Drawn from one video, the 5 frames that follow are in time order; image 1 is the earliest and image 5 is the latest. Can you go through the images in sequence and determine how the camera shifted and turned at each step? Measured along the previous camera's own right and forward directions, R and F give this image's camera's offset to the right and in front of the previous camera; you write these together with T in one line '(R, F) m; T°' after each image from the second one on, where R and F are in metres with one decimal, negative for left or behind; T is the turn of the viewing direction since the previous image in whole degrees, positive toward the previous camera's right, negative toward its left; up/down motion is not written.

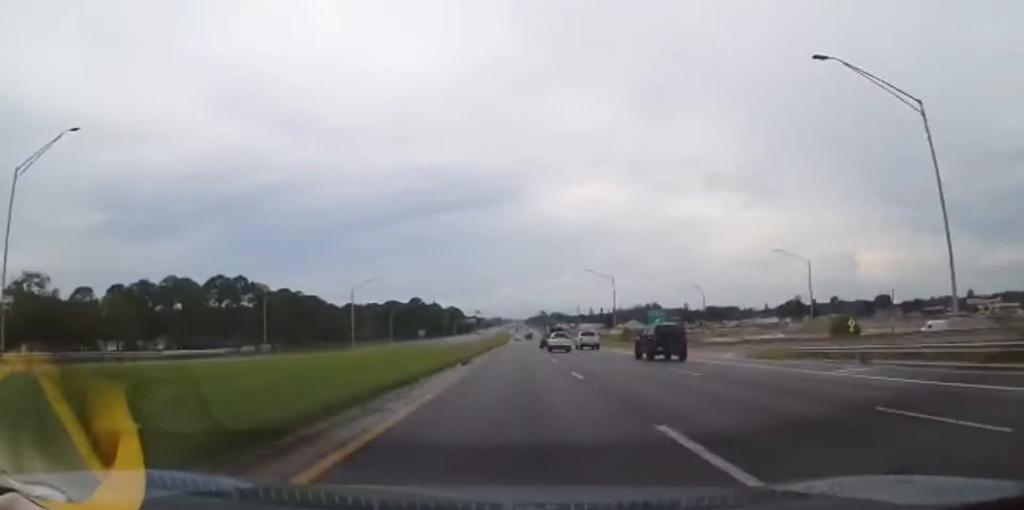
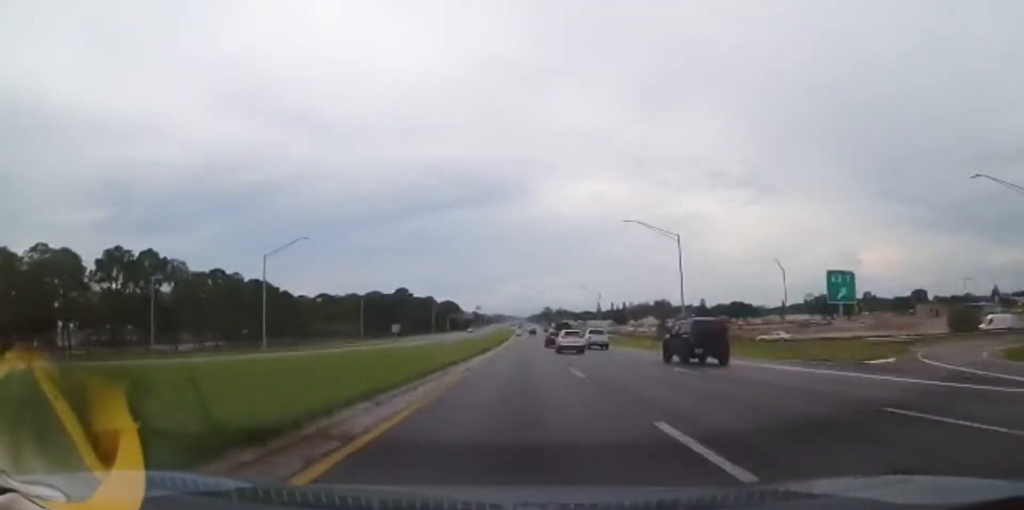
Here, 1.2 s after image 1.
(-0.1, +36.7) m; 0°
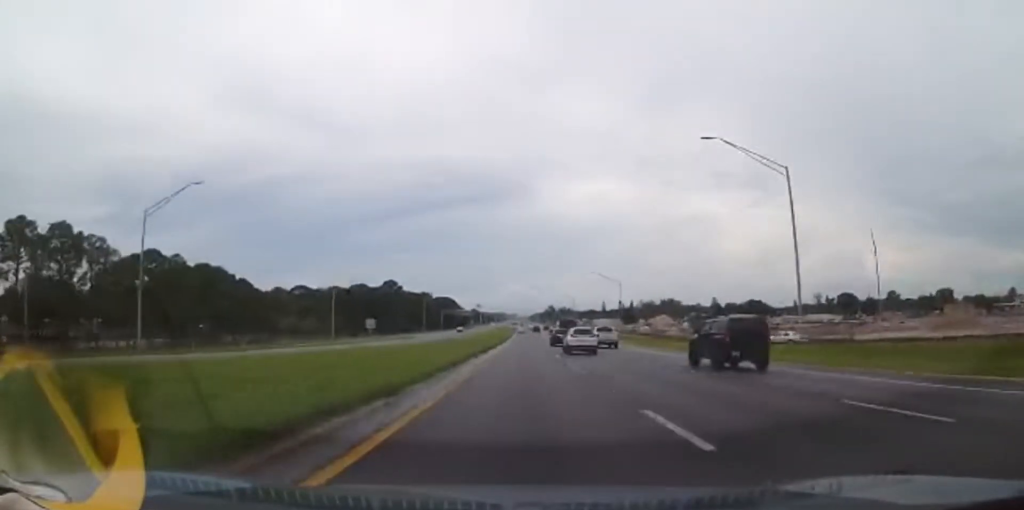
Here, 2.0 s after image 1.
(0.0, +23.3) m; 0°
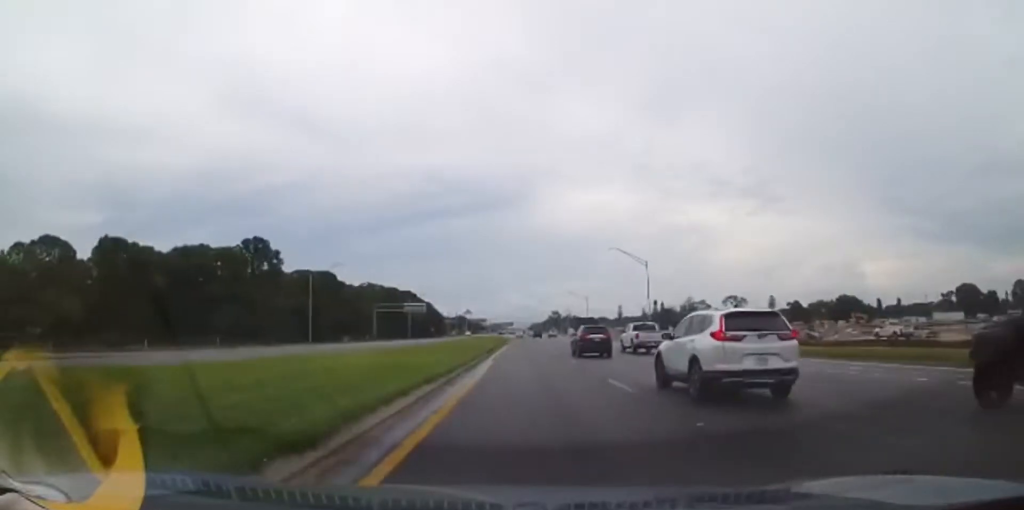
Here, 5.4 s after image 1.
(-0.1, +103.3) m; 0°
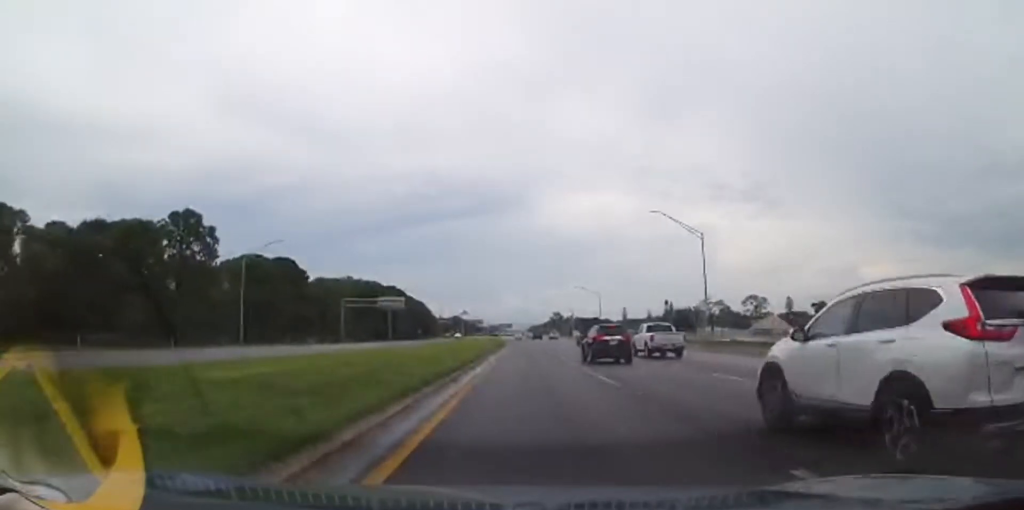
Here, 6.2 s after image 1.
(0.0, +22.8) m; 0°
